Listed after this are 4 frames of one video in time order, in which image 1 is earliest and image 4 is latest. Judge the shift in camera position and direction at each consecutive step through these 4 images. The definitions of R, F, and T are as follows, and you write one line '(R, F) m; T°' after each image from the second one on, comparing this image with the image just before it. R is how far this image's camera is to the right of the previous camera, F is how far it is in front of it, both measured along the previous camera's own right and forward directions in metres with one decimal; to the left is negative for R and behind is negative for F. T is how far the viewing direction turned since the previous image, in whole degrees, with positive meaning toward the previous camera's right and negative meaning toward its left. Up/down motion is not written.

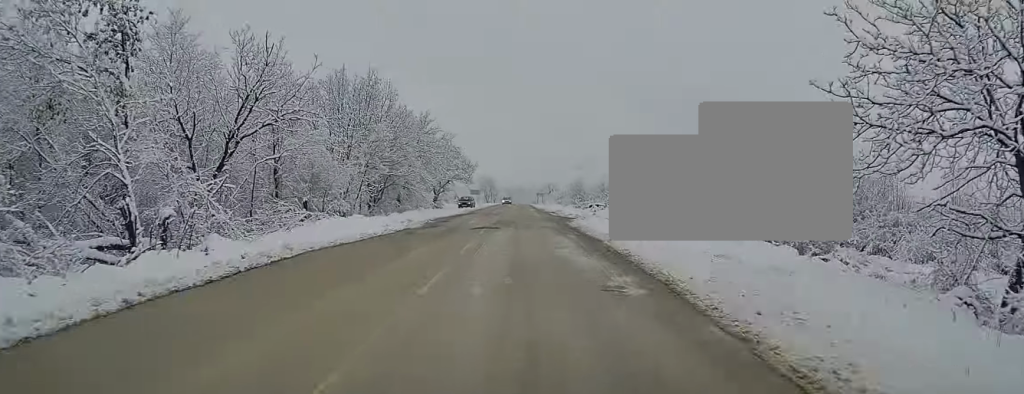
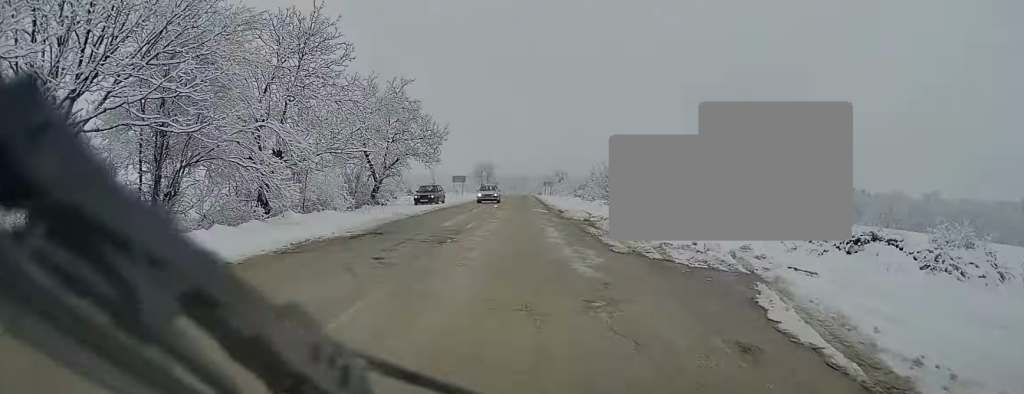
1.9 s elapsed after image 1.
(+0.2, +34.2) m; +2°
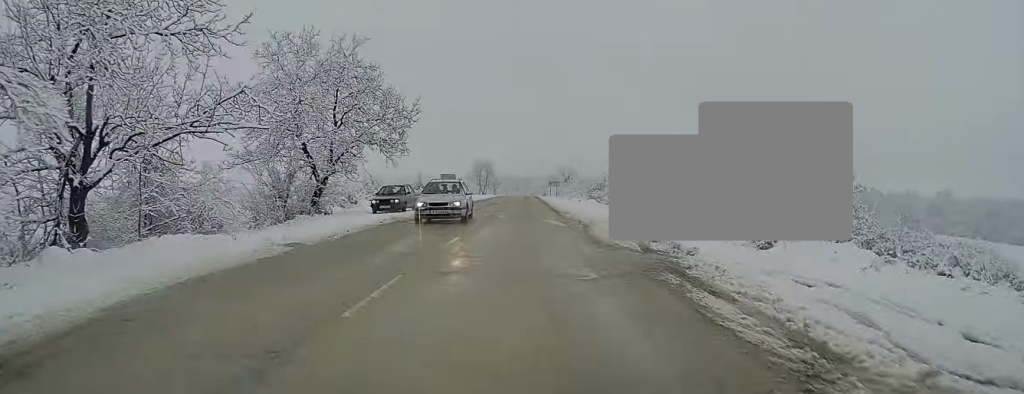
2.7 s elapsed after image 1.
(+0.2, +14.2) m; 0°
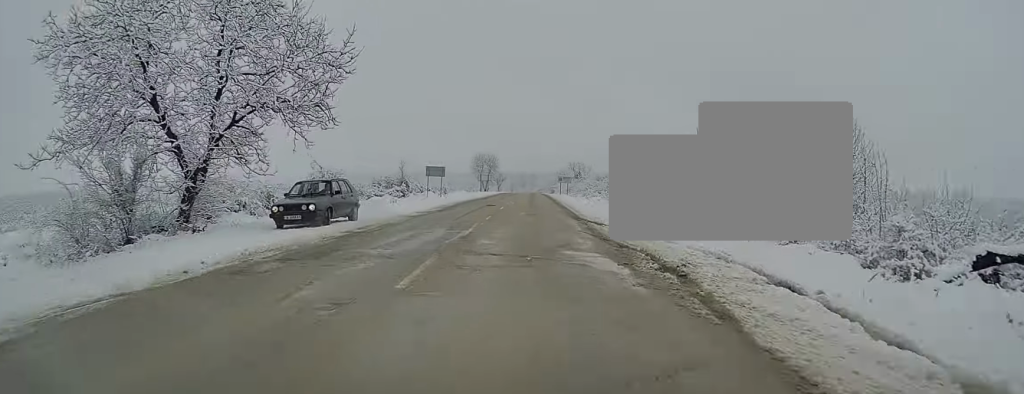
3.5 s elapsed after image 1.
(0.0, +14.3) m; -2°
